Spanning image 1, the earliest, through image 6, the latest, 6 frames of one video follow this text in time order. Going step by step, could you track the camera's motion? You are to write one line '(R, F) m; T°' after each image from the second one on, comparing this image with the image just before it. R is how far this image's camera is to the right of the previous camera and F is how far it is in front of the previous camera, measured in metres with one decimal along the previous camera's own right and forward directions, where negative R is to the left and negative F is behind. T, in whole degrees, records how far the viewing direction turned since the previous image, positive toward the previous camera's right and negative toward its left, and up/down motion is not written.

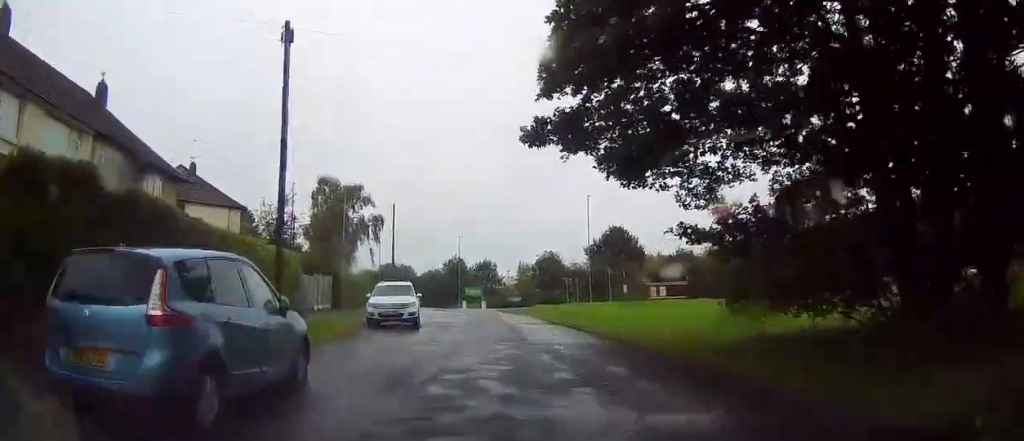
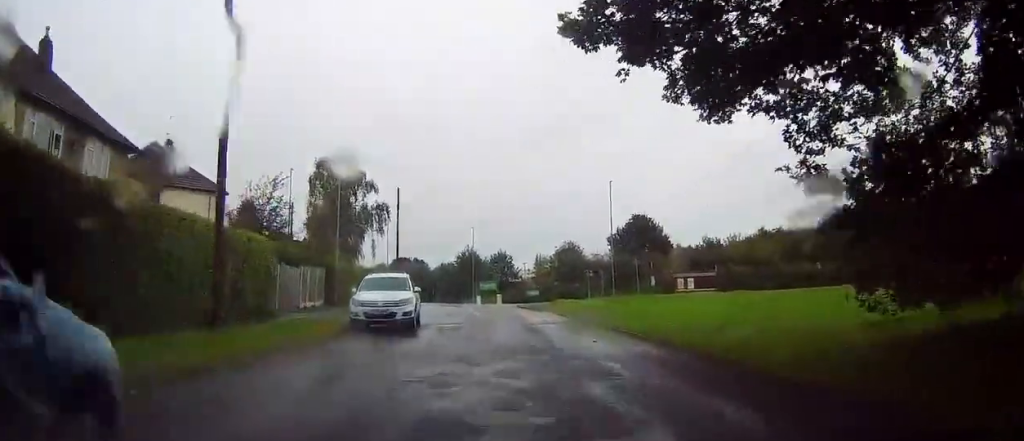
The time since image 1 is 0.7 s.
(0.0, +4.8) m; 0°
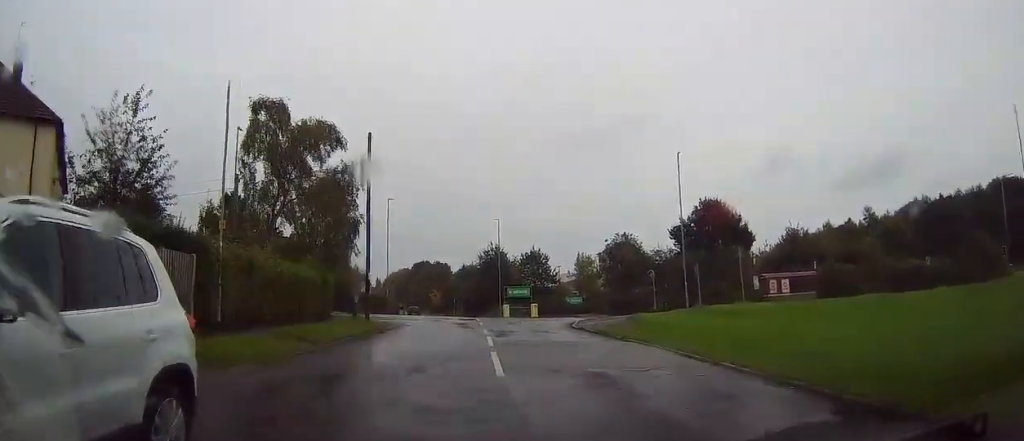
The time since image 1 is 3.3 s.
(+0.1, +17.1) m; 0°
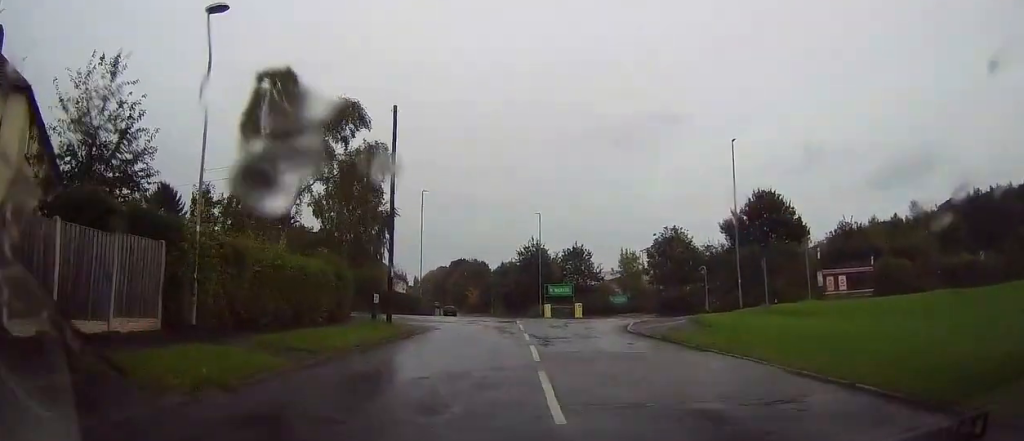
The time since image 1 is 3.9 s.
(-0.1, +3.6) m; -5°
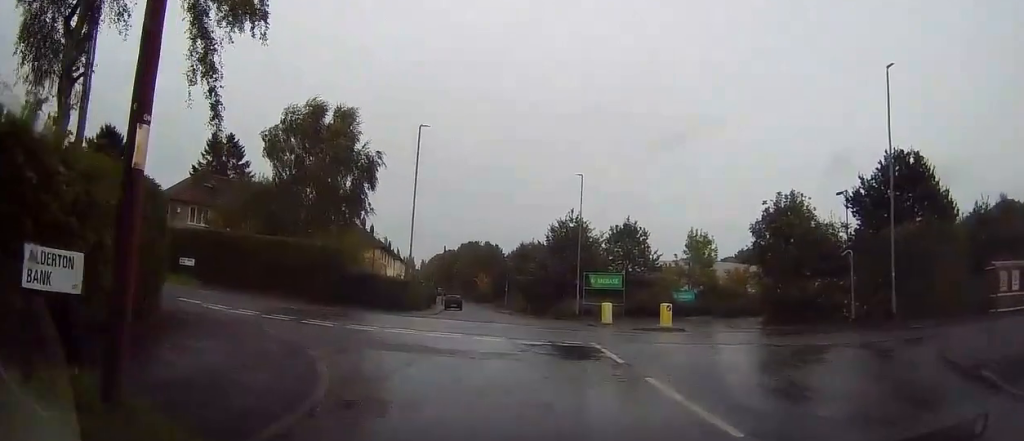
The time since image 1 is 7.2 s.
(-1.4, +18.5) m; +2°
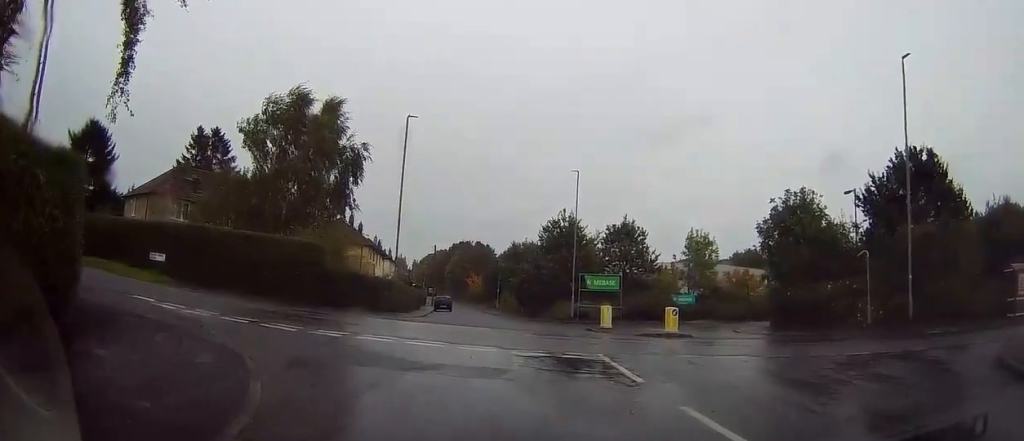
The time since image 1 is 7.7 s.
(-0.1, +2.2) m; -4°
